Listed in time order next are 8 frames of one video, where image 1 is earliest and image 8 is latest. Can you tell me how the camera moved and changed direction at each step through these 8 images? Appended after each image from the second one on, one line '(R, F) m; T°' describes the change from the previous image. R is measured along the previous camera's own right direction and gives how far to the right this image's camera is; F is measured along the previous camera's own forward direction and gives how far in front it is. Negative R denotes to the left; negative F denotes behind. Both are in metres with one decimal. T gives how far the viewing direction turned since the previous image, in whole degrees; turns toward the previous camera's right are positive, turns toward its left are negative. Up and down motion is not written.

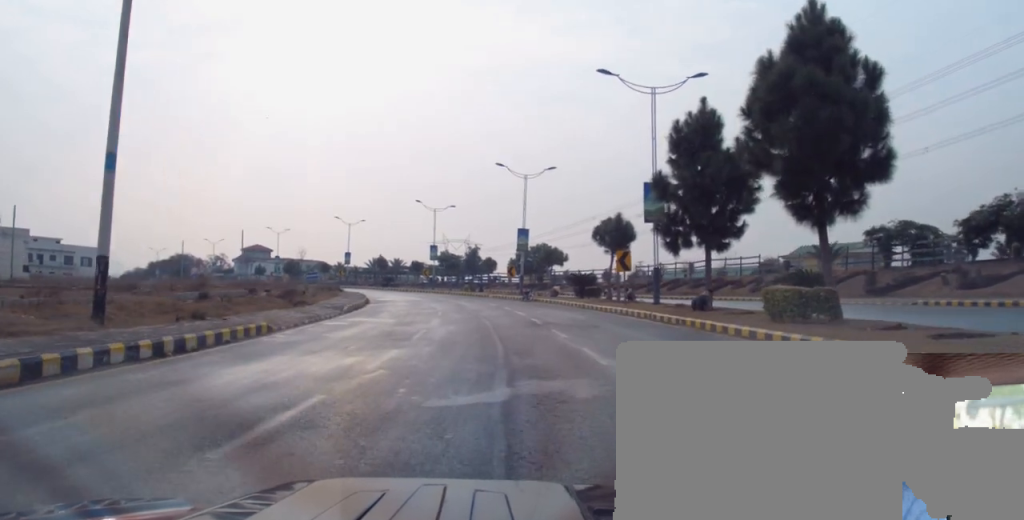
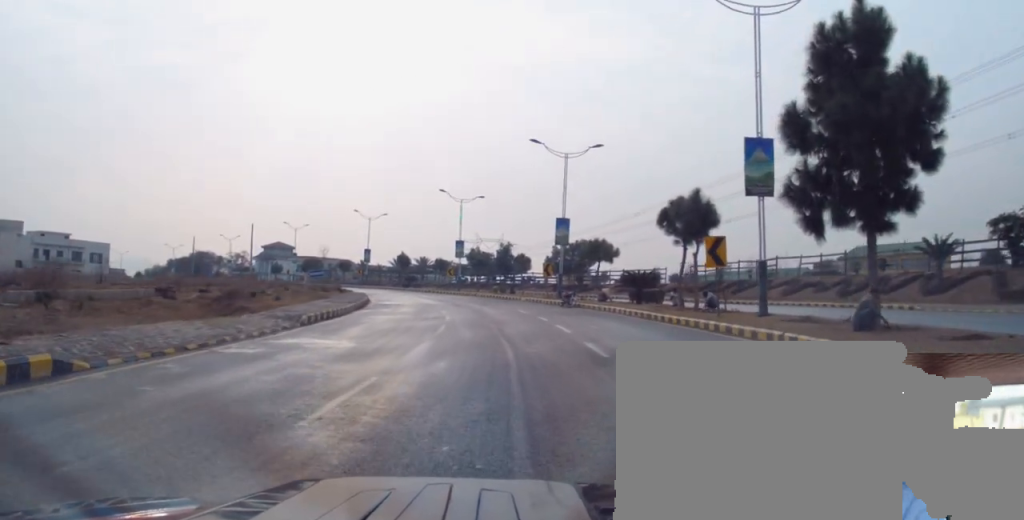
(+0.1, +10.5) m; -4°
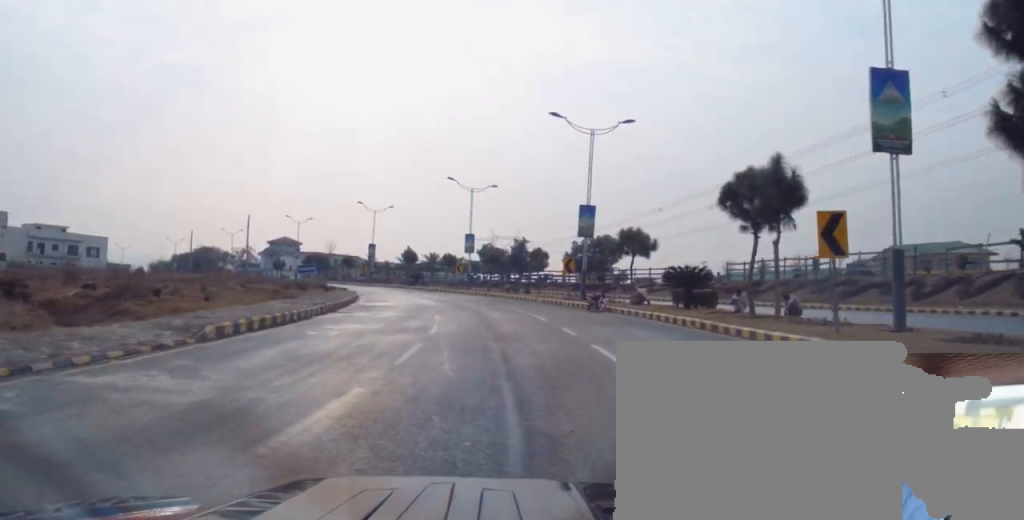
(-0.5, +7.4) m; -4°
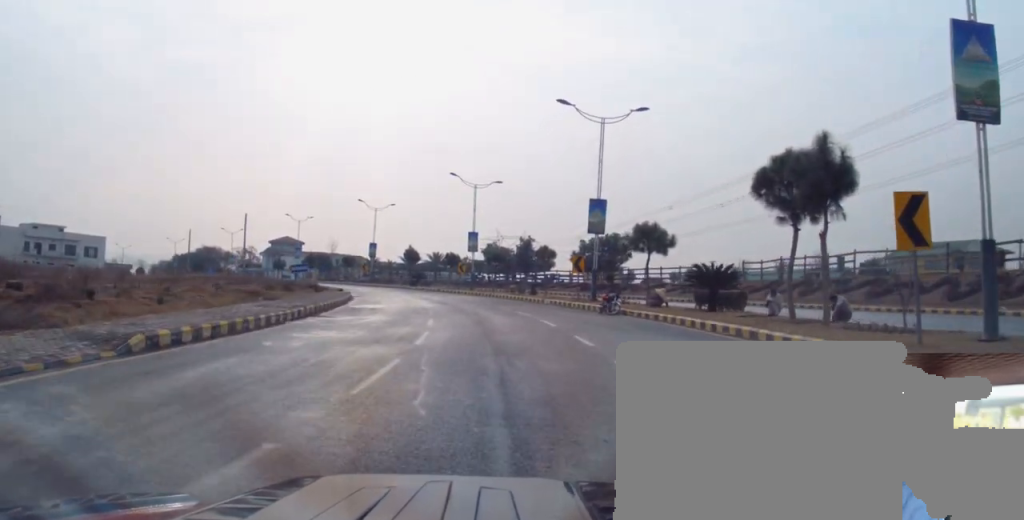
(0.0, +3.2) m; 0°
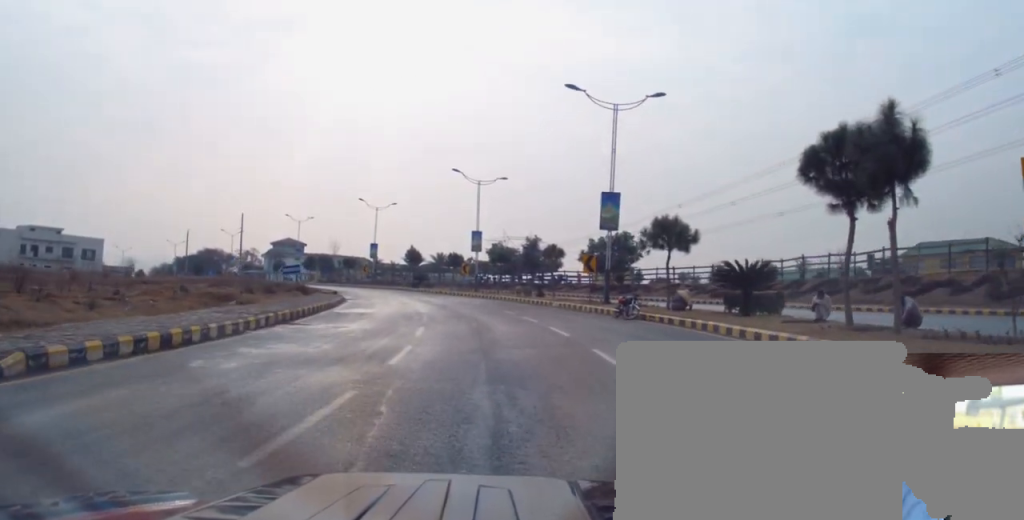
(0.0, +3.2) m; 0°
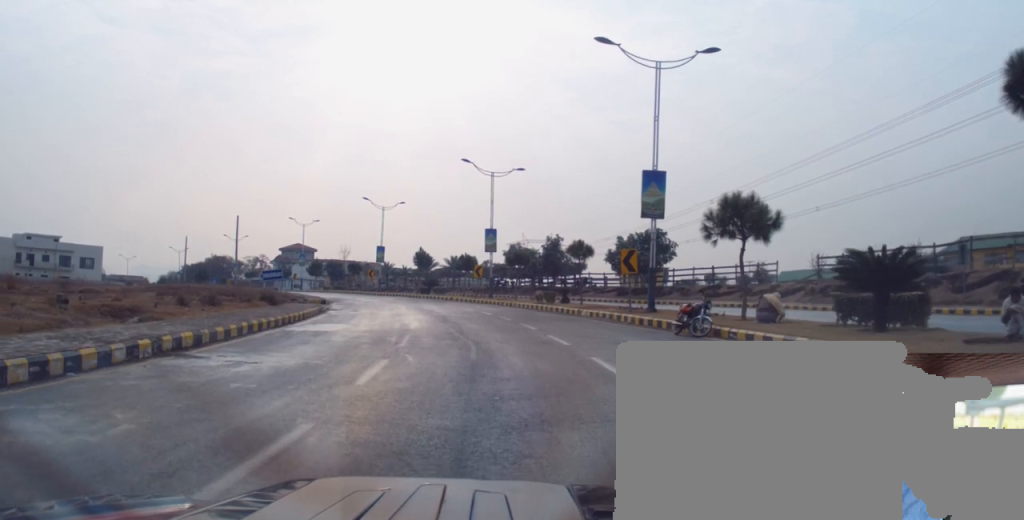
(+0.1, +7.9) m; +2°
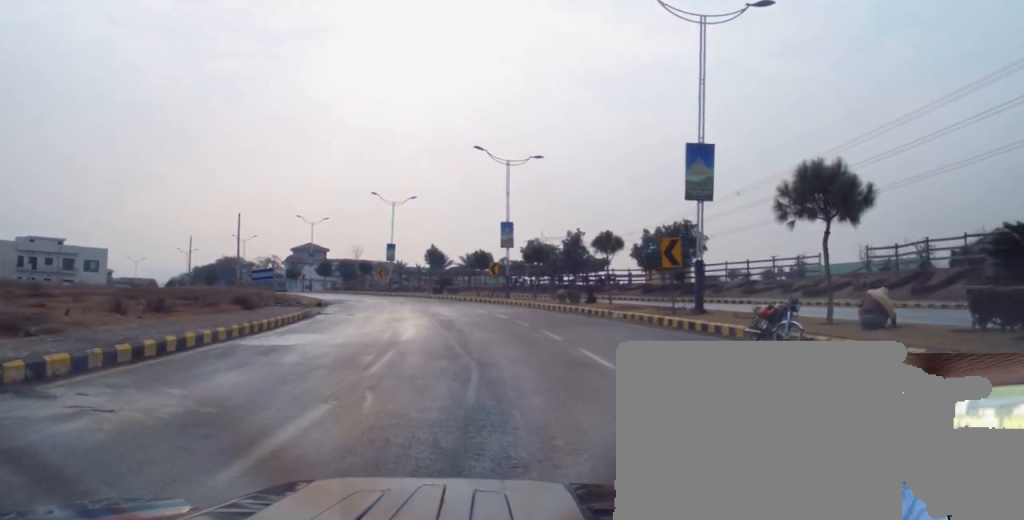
(+0.3, +4.7) m; -2°
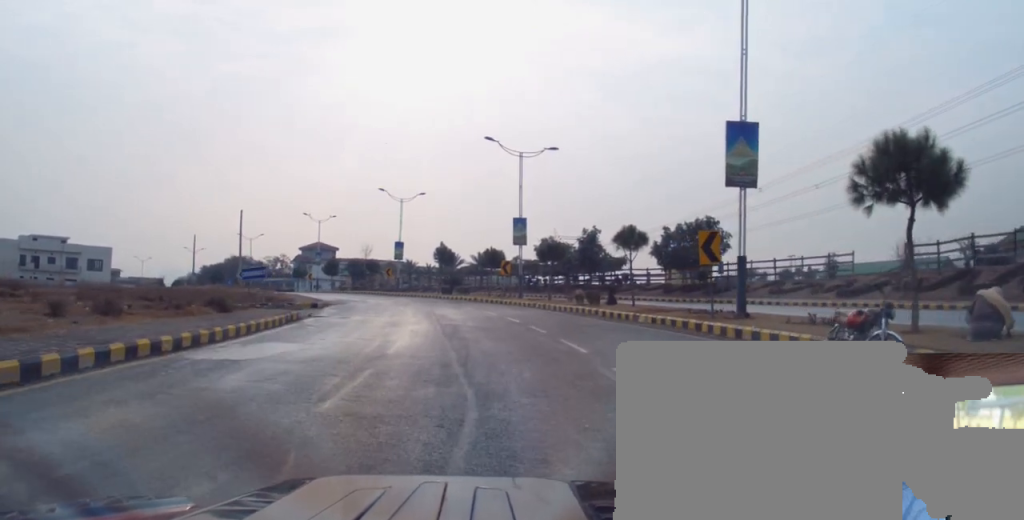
(-0.3, +3.2) m; -1°
